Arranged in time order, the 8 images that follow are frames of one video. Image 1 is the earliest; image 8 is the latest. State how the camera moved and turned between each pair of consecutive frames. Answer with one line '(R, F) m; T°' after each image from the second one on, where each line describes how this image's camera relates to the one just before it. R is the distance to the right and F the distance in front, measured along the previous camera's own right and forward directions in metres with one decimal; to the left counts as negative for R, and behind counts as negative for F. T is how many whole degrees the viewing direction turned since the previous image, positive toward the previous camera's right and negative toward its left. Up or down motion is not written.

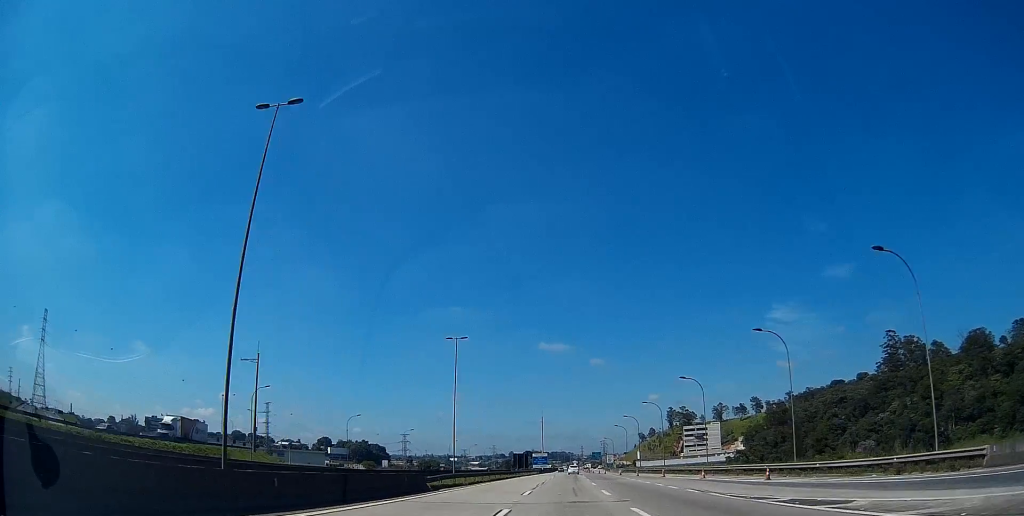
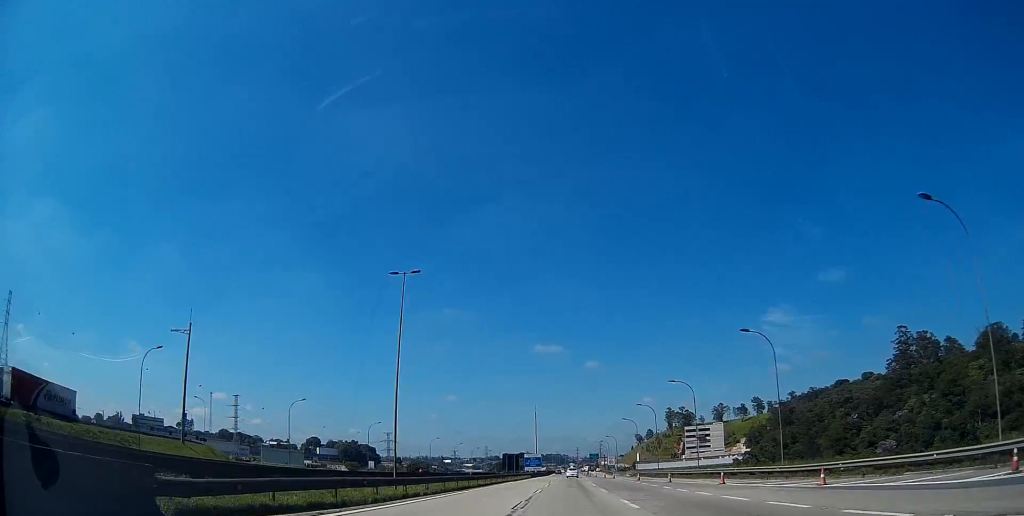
(+0.2, +16.4) m; +1°
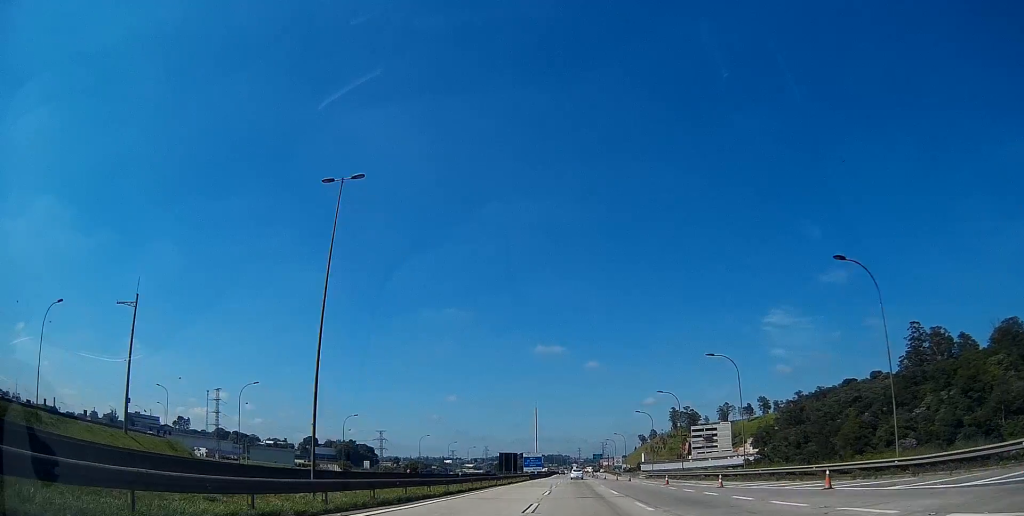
(+0.1, +11.7) m; +1°
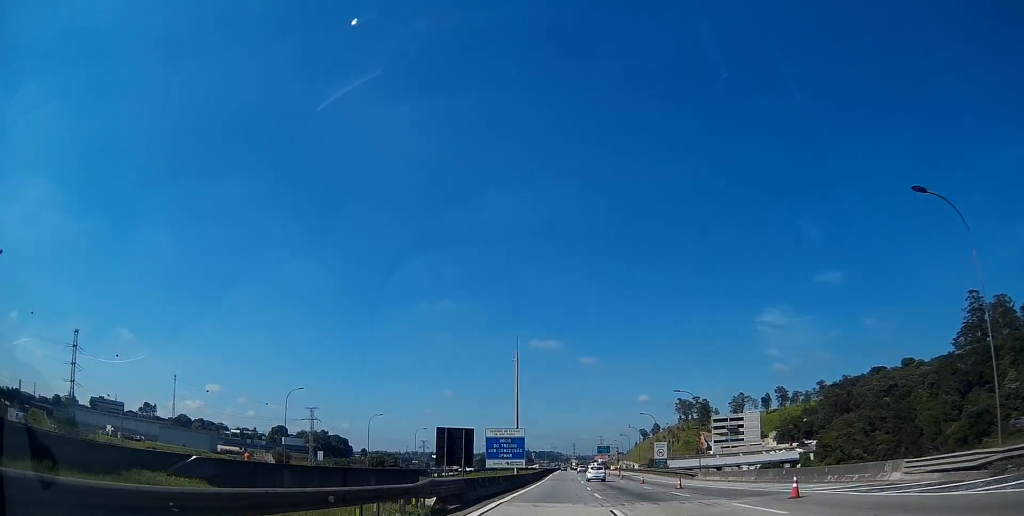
(+0.7, +65.4) m; 0°
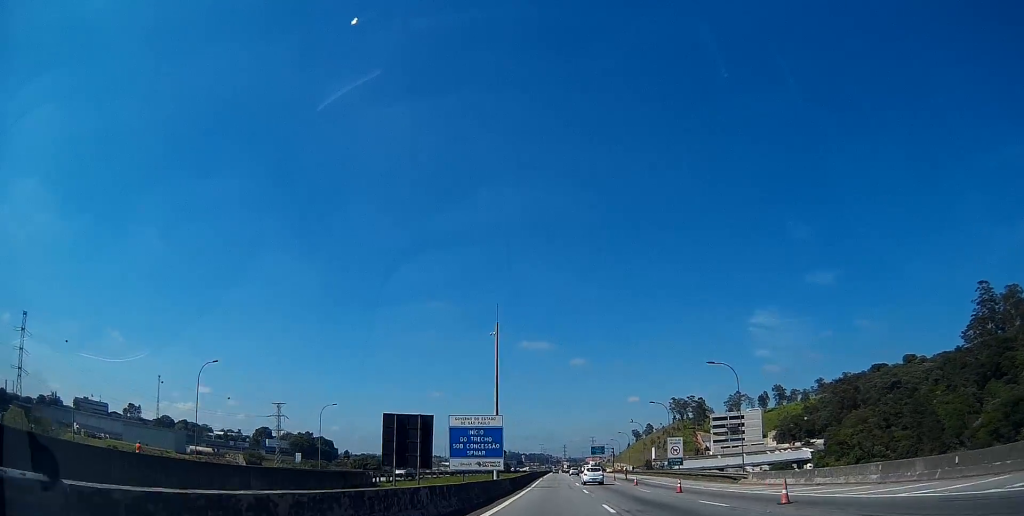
(0.0, +18.5) m; 0°
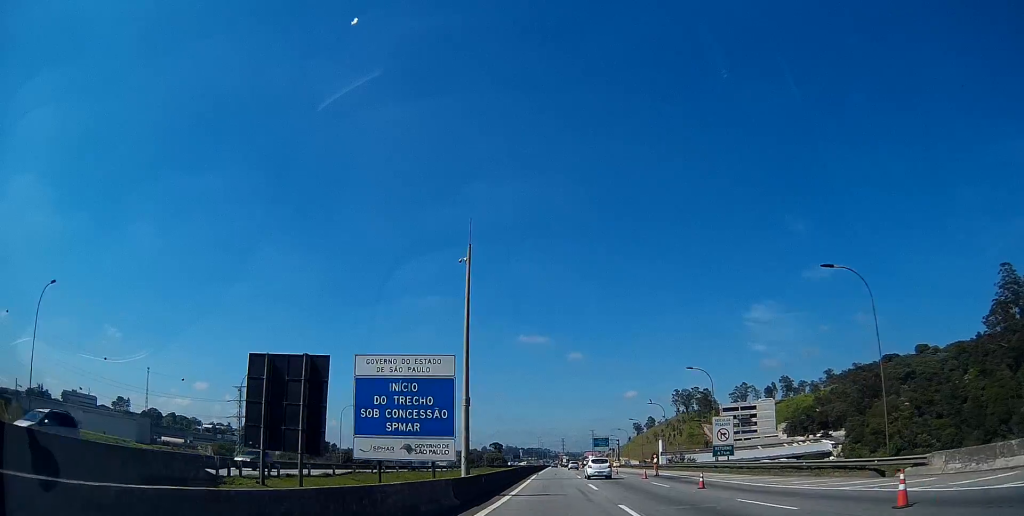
(-0.1, +23.9) m; 0°
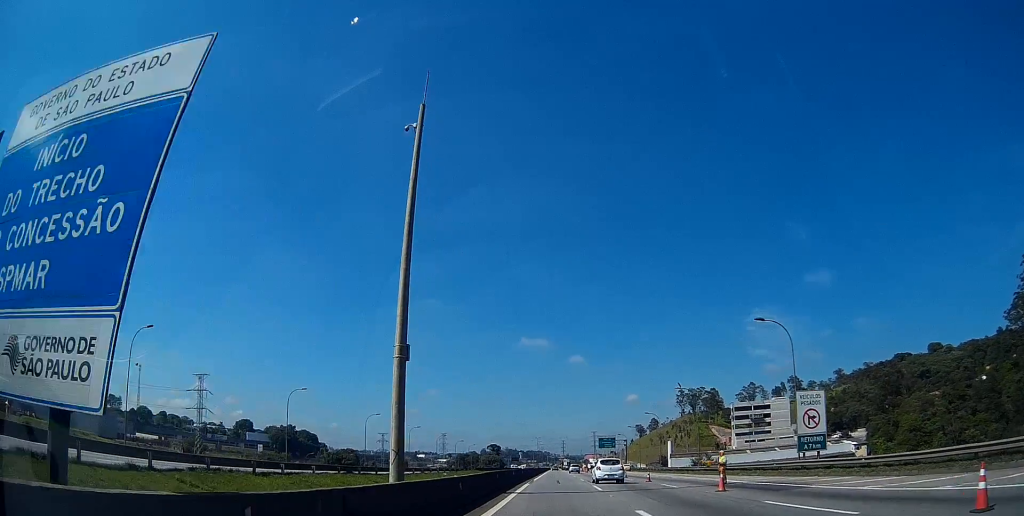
(0.0, +21.3) m; 0°
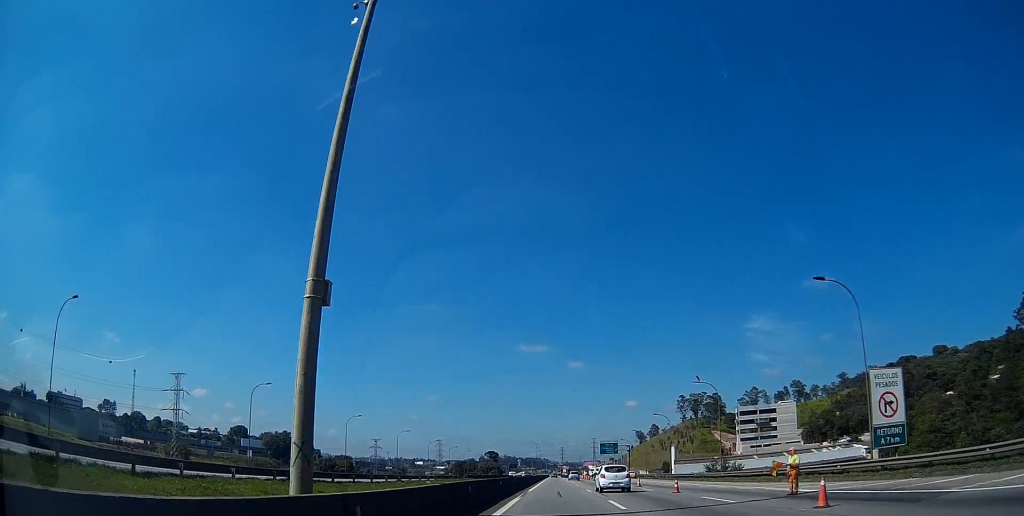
(0.0, +10.1) m; 0°
